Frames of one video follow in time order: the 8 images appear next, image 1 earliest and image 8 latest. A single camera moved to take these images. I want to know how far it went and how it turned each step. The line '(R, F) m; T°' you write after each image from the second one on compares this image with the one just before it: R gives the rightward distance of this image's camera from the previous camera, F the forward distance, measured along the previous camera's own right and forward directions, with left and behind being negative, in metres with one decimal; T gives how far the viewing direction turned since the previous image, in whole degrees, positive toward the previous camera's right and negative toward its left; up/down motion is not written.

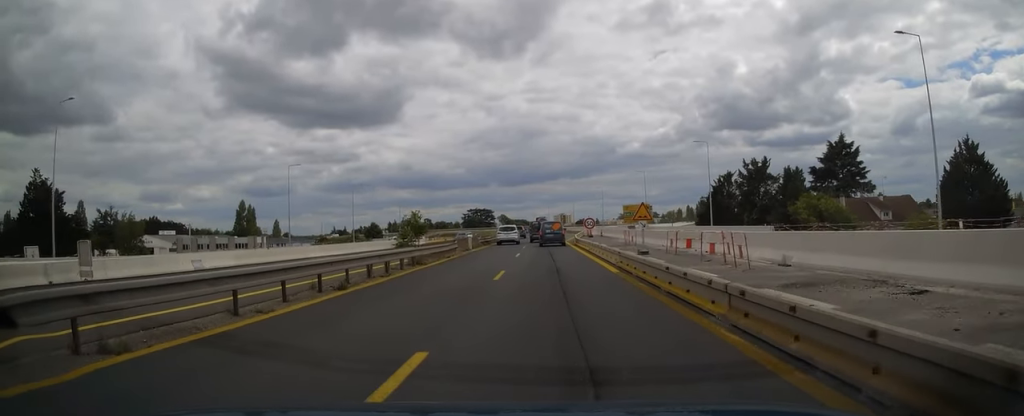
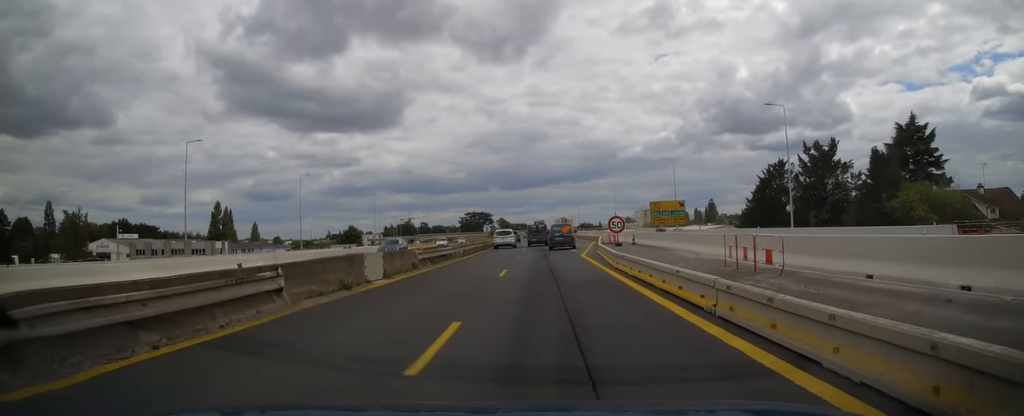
(0.0, +23.5) m; 0°
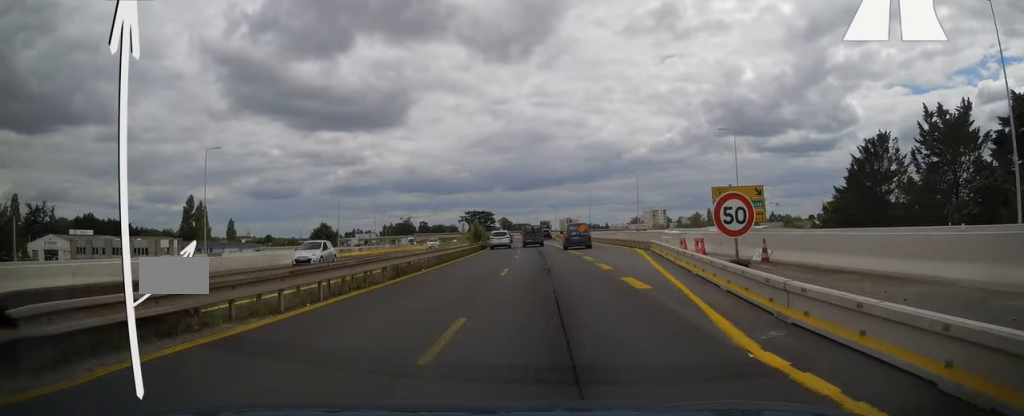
(-0.2, +24.8) m; -1°
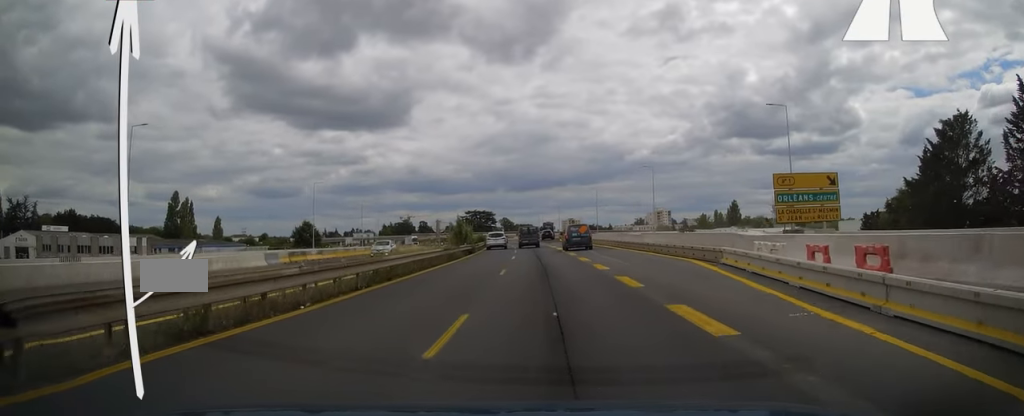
(0.0, +12.0) m; 0°
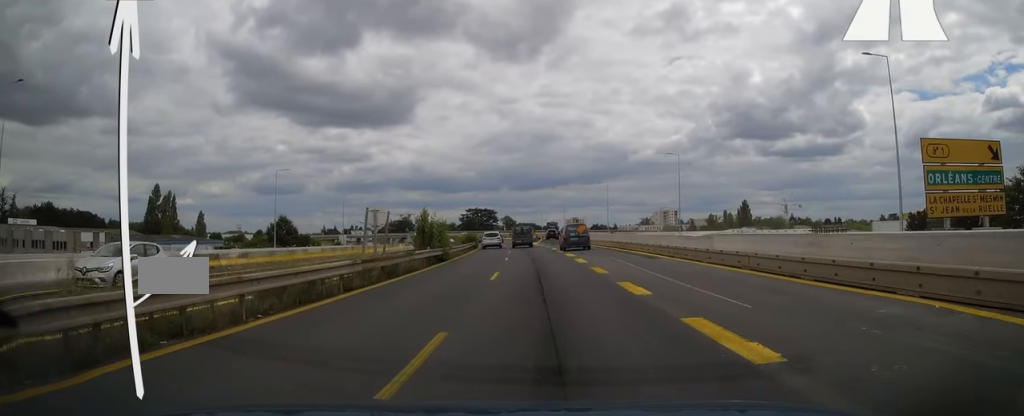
(0.0, +14.2) m; 0°
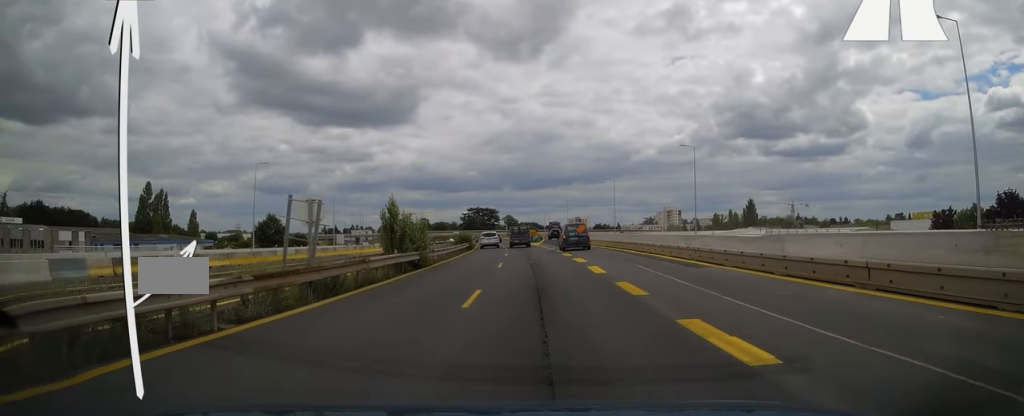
(0.0, +6.5) m; 0°
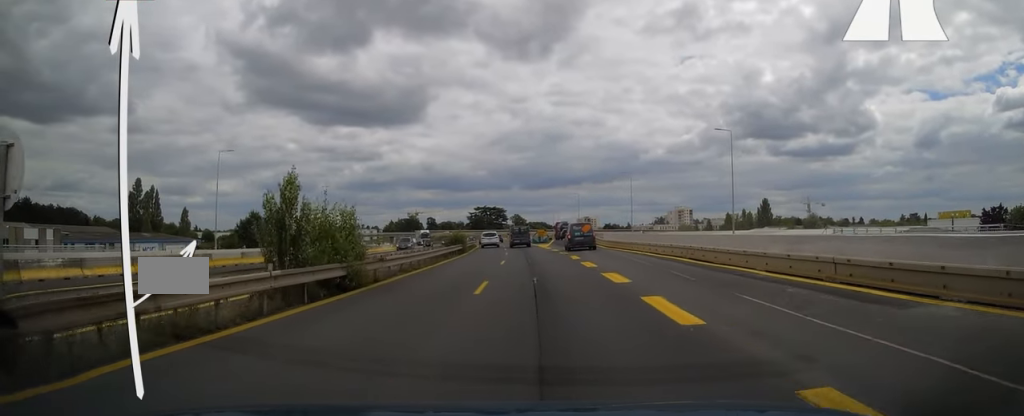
(0.0, +10.4) m; 0°
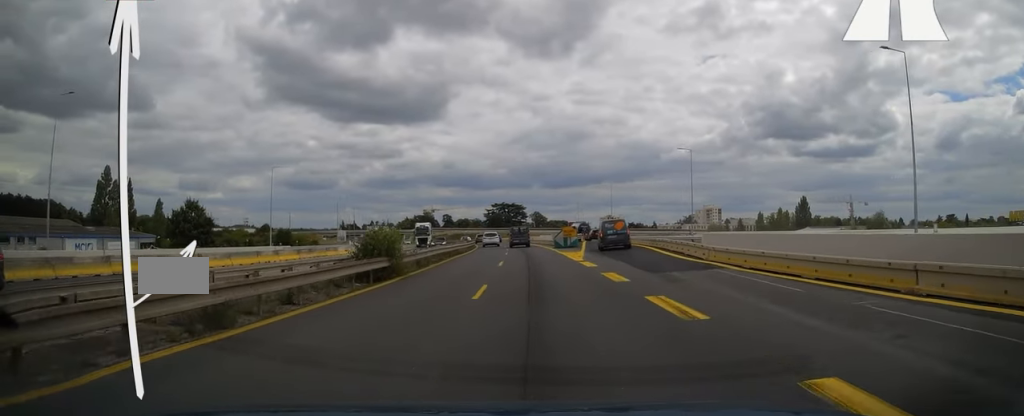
(-0.4, +26.0) m; -1°
